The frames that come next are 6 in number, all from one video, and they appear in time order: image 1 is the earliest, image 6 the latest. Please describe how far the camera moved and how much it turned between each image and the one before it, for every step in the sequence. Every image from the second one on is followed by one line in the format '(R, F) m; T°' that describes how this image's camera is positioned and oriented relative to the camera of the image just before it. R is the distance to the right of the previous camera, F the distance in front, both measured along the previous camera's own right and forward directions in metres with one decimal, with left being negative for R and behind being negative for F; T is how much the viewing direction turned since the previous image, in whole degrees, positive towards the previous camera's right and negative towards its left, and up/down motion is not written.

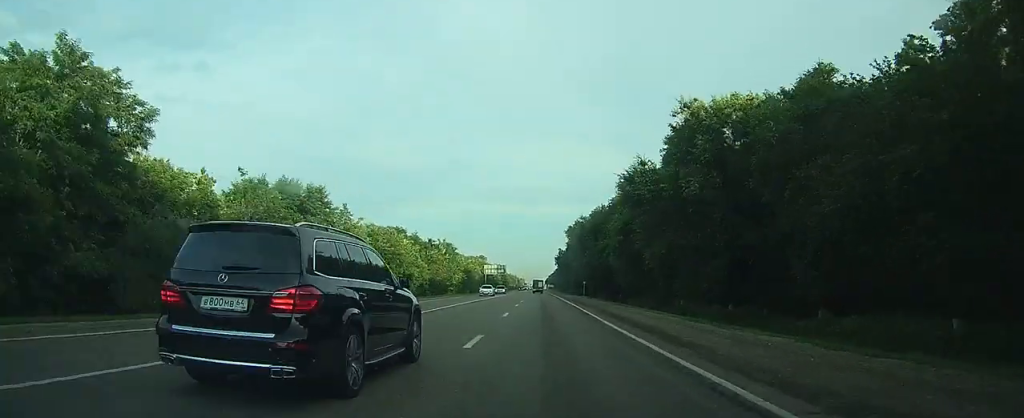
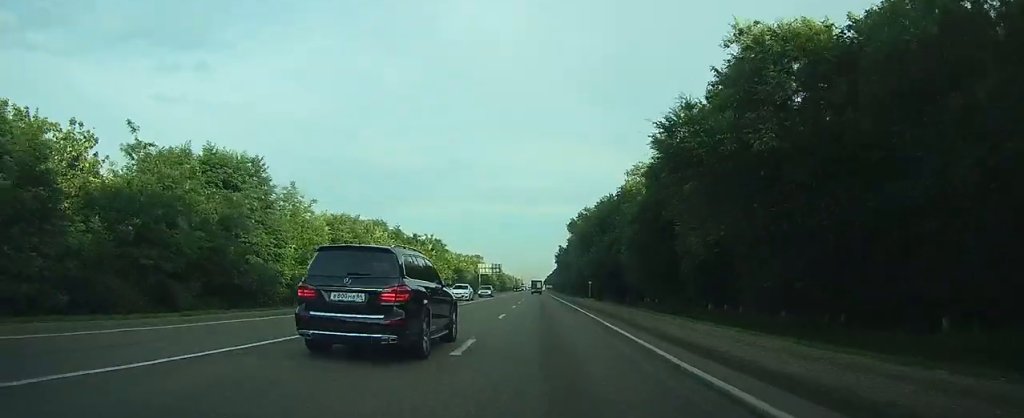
(0.0, +12.1) m; 0°
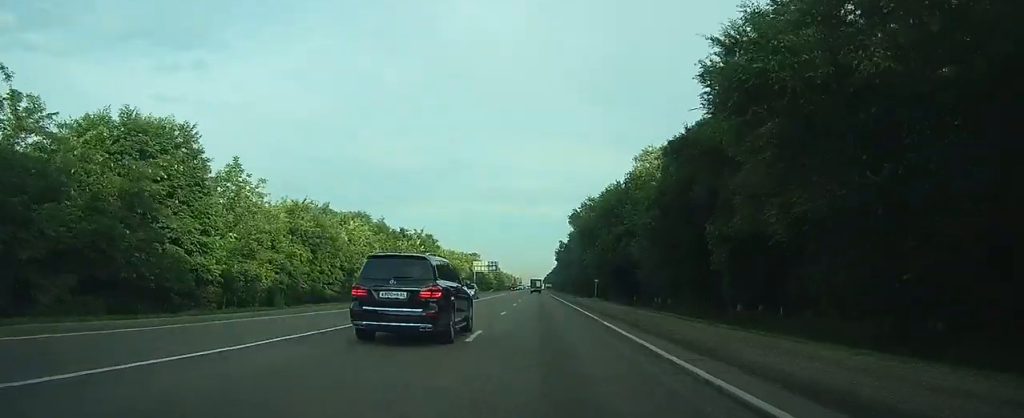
(0.0, +8.3) m; 0°
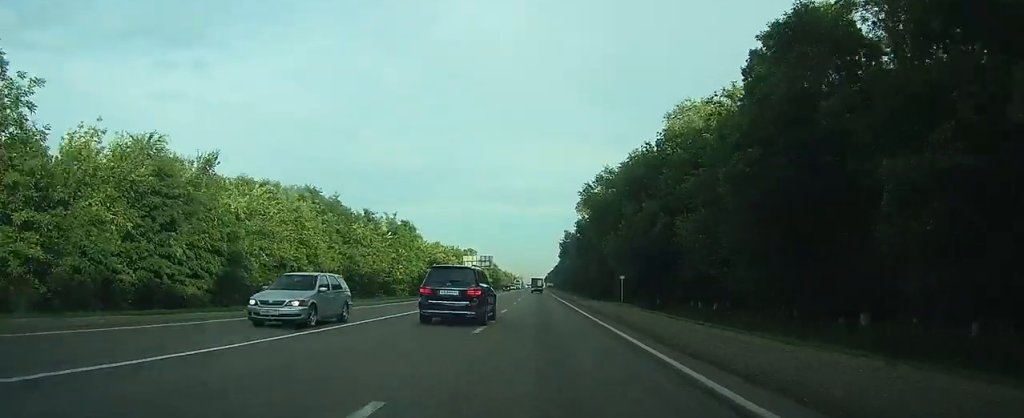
(0.0, +18.2) m; 0°
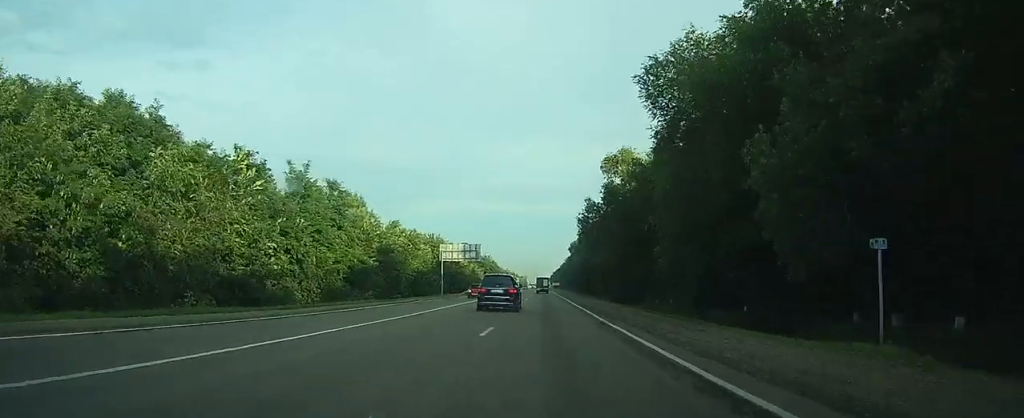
(0.0, +30.8) m; 0°
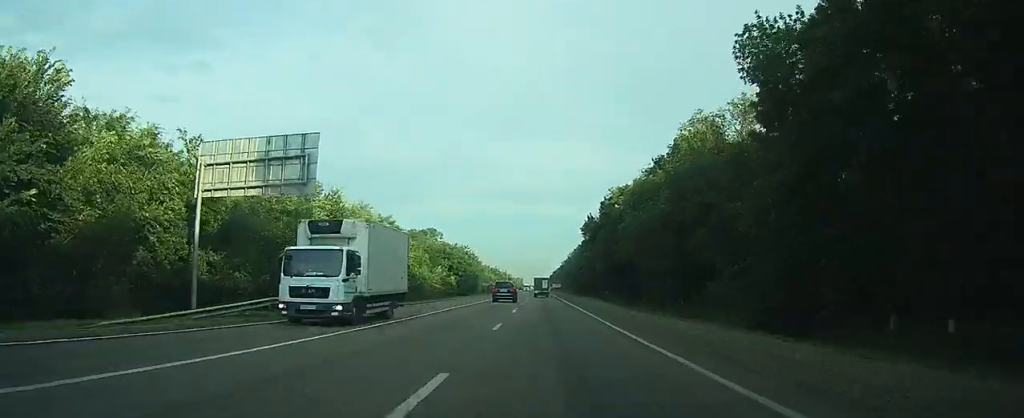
(0.0, +68.1) m; 0°
